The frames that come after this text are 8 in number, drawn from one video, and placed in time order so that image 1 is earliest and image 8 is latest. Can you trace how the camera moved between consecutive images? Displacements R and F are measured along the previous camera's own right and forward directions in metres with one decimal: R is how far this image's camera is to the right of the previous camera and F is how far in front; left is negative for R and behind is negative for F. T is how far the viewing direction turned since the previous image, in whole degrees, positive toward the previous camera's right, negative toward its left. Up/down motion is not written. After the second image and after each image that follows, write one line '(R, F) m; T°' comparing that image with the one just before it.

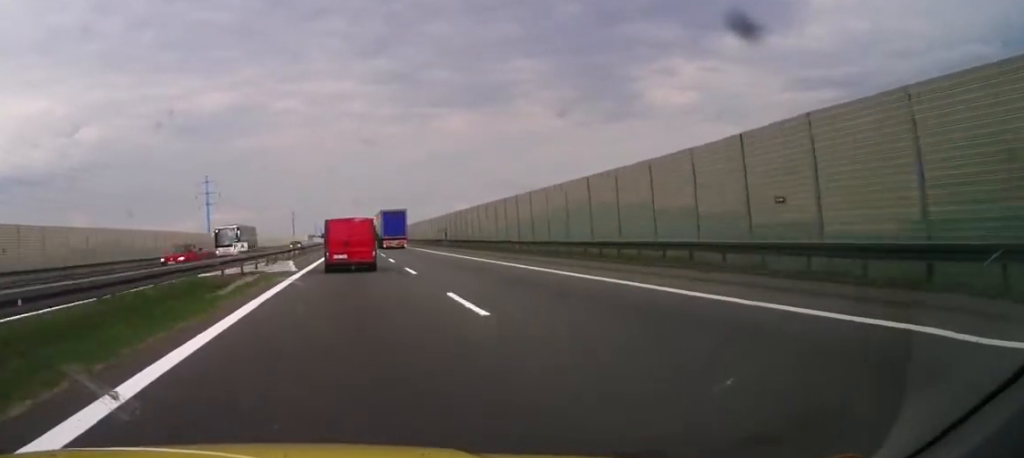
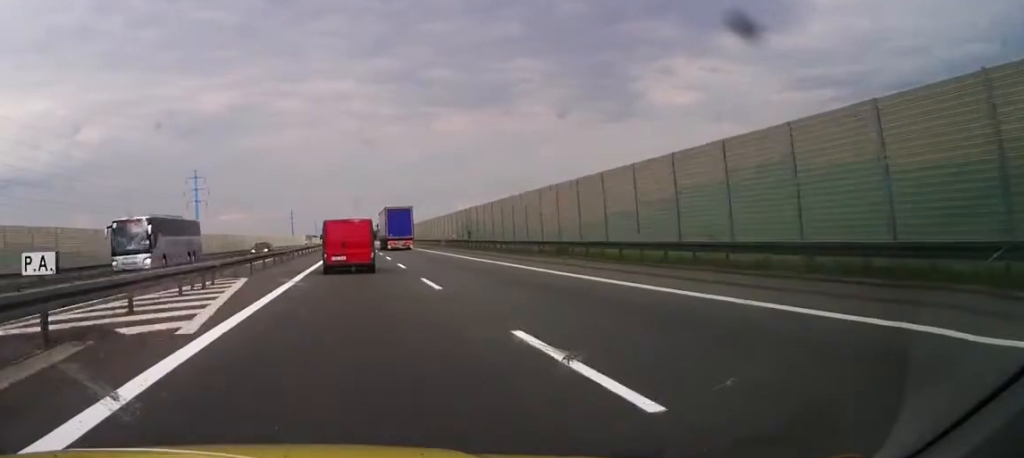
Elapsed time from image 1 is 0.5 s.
(0.0, +18.6) m; 0°
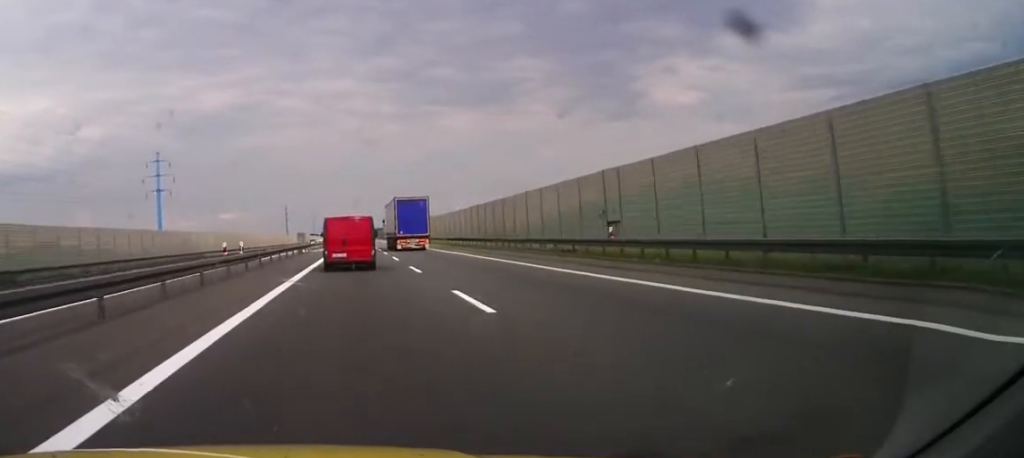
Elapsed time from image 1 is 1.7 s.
(-0.3, +44.3) m; 0°
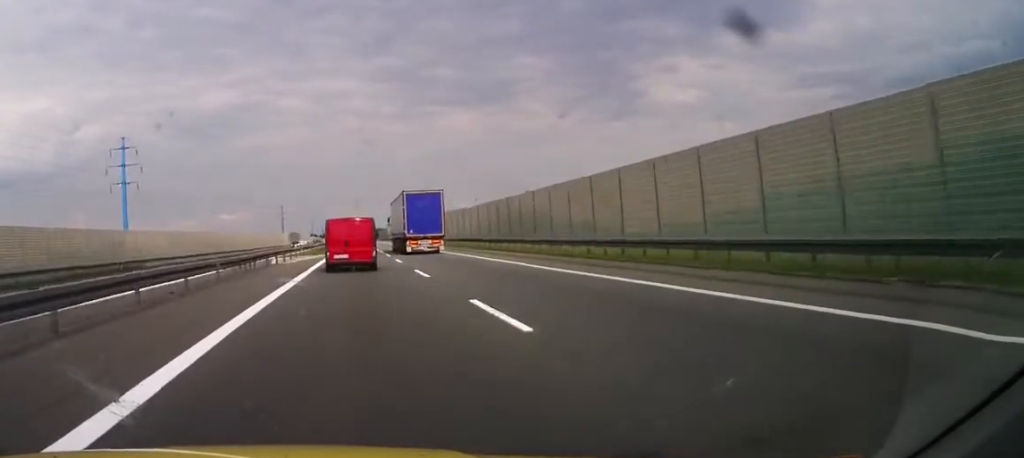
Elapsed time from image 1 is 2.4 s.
(-0.1, +29.2) m; 0°
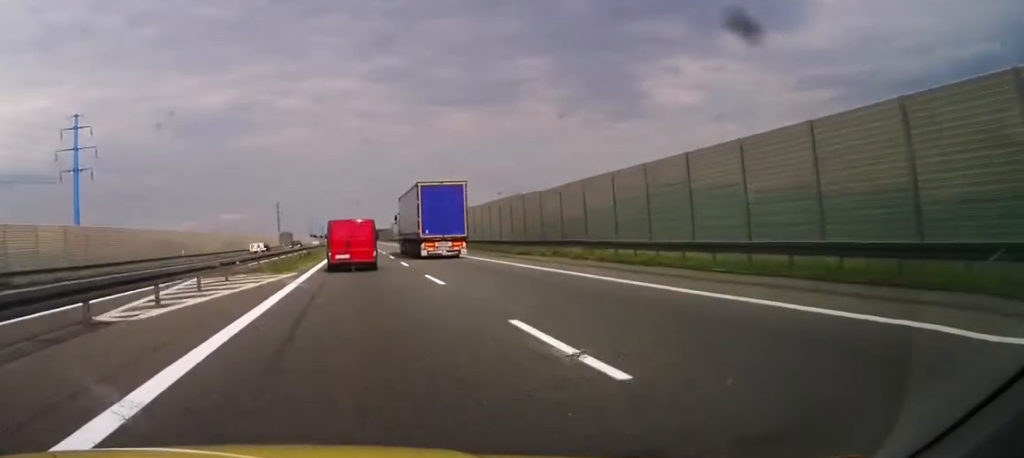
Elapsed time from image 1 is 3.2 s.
(+0.3, +32.0) m; 0°
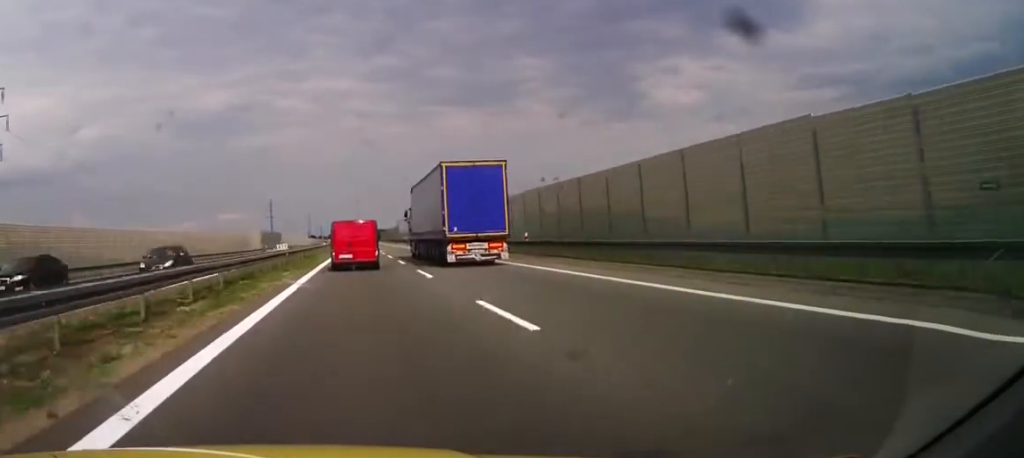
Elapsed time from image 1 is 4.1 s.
(0.0, +38.9) m; 0°
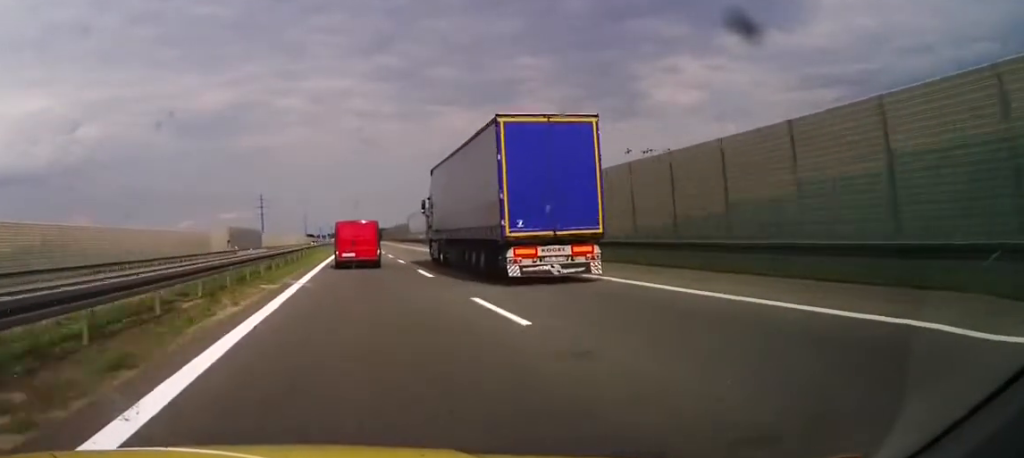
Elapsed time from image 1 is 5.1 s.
(-0.2, +38.6) m; -1°
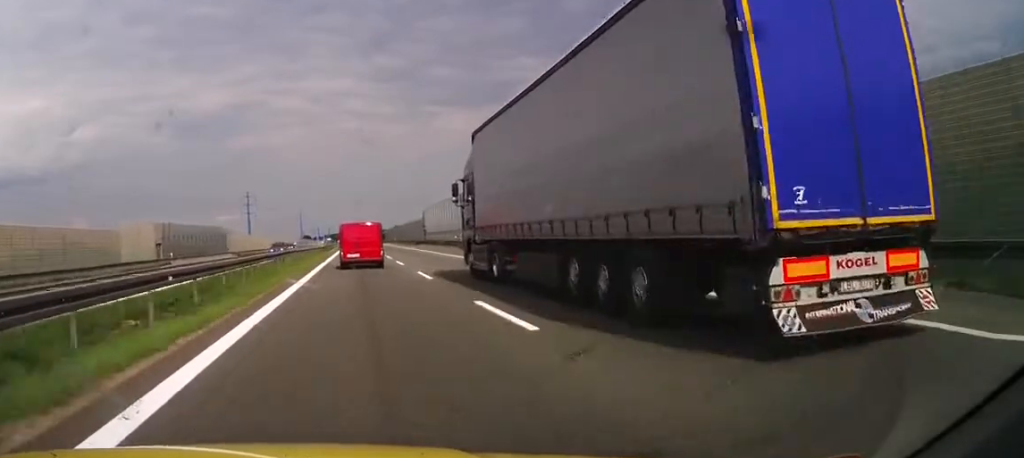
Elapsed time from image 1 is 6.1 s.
(-0.2, +39.5) m; 0°
